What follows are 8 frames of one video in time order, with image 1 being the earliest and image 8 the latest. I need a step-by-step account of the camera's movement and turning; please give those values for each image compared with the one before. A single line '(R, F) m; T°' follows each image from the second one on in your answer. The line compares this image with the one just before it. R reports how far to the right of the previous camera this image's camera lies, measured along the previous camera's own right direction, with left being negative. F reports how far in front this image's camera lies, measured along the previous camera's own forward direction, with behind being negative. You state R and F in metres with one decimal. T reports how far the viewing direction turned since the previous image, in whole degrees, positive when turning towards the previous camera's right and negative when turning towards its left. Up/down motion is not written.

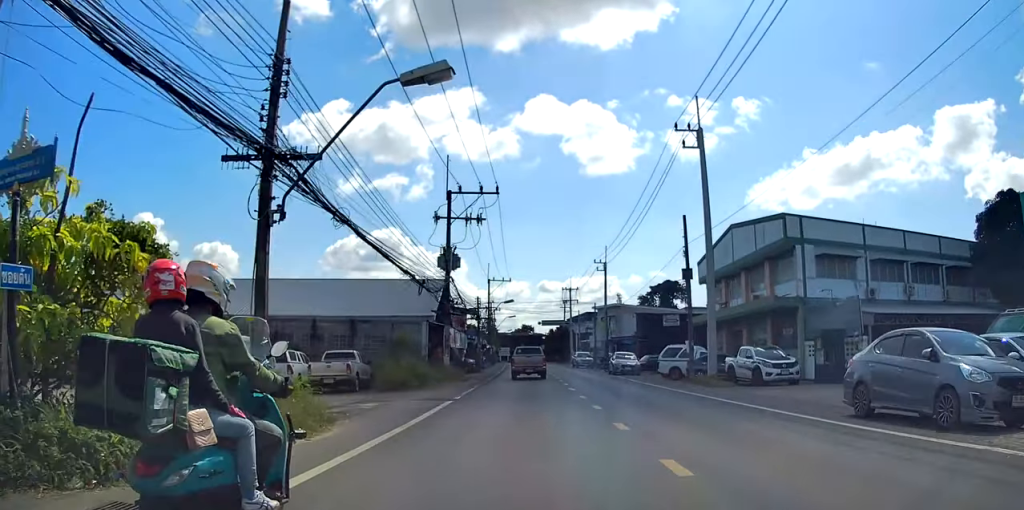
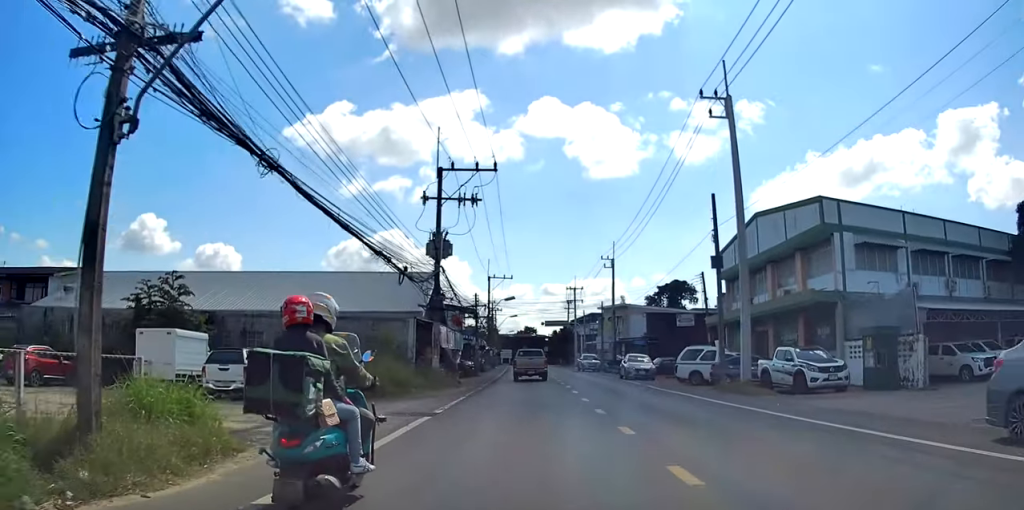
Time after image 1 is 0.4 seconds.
(+0.3, +3.9) m; +3°
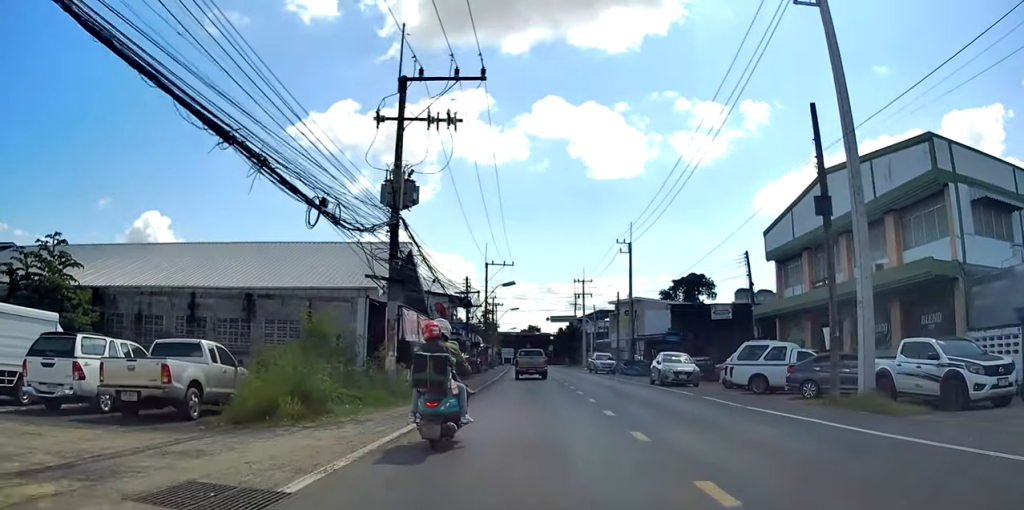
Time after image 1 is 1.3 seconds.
(+0.8, +8.8) m; +6°
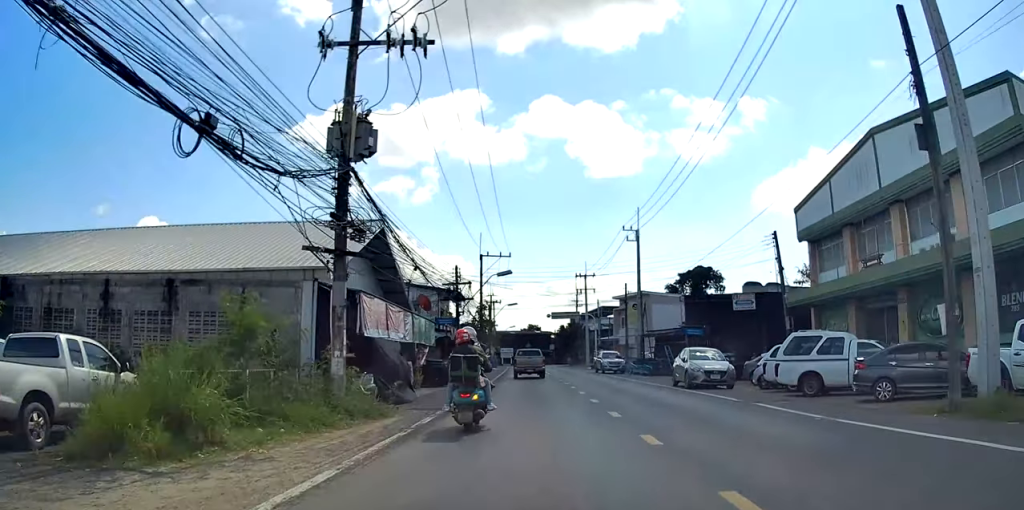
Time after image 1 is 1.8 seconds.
(0.0, +4.8) m; 0°
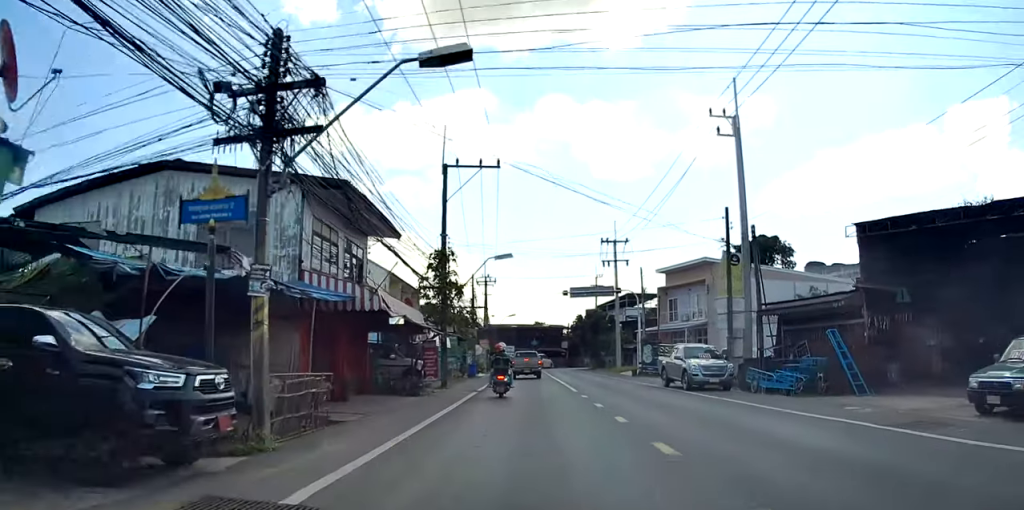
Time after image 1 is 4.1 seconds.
(+0.8, +21.5) m; +2°
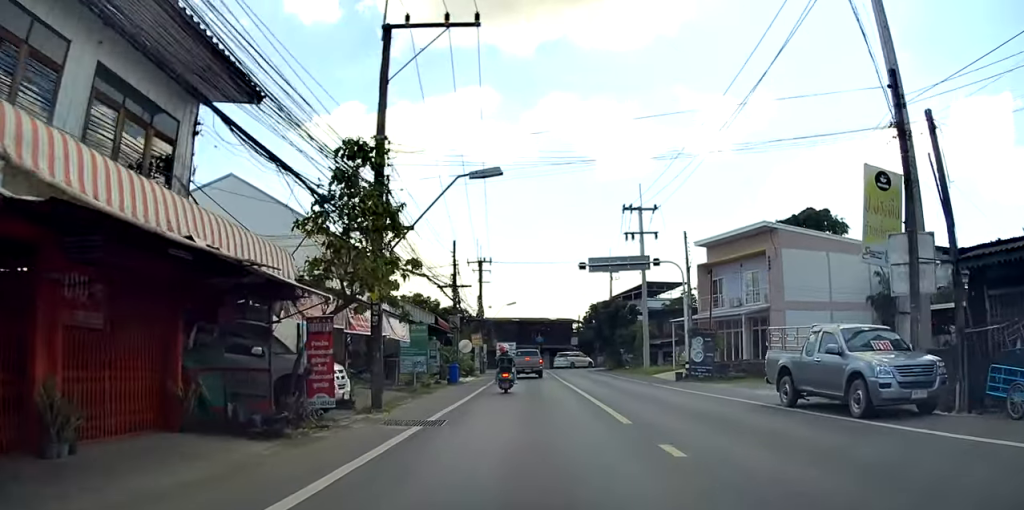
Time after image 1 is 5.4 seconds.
(-1.1, +12.4) m; -7°
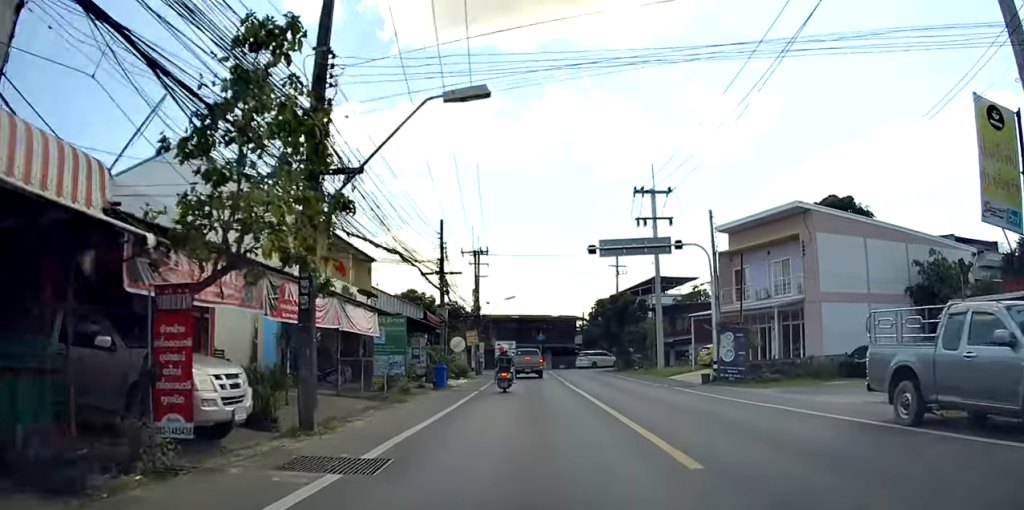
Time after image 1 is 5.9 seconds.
(-0.4, +5.0) m; +1°
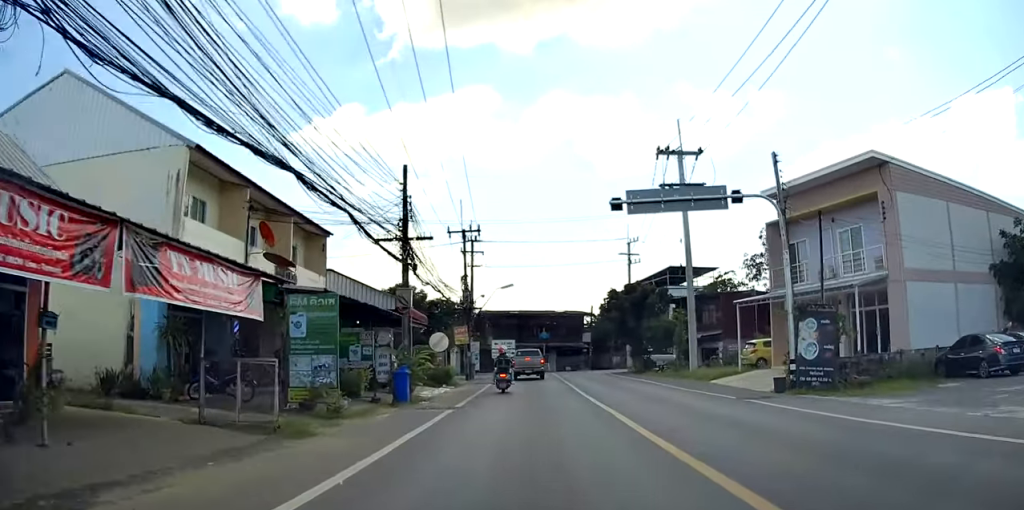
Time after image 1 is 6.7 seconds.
(+0.5, +8.0) m; +1°
